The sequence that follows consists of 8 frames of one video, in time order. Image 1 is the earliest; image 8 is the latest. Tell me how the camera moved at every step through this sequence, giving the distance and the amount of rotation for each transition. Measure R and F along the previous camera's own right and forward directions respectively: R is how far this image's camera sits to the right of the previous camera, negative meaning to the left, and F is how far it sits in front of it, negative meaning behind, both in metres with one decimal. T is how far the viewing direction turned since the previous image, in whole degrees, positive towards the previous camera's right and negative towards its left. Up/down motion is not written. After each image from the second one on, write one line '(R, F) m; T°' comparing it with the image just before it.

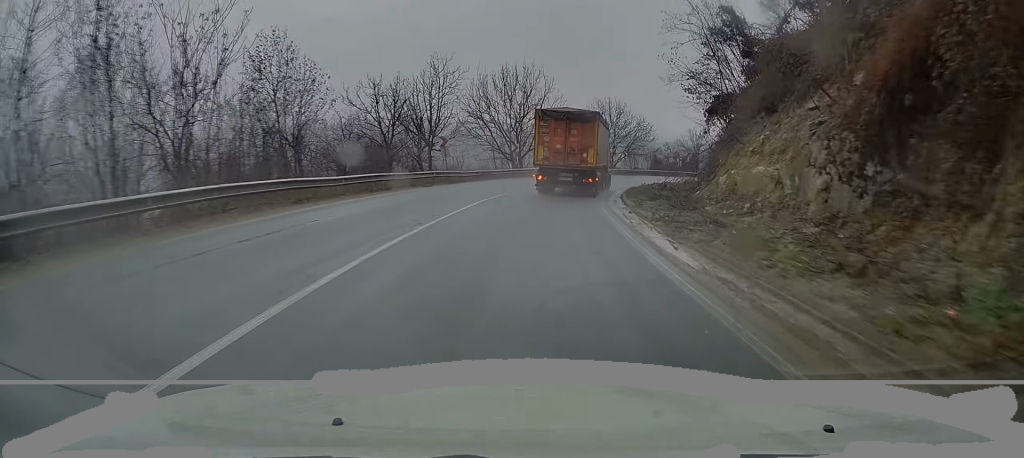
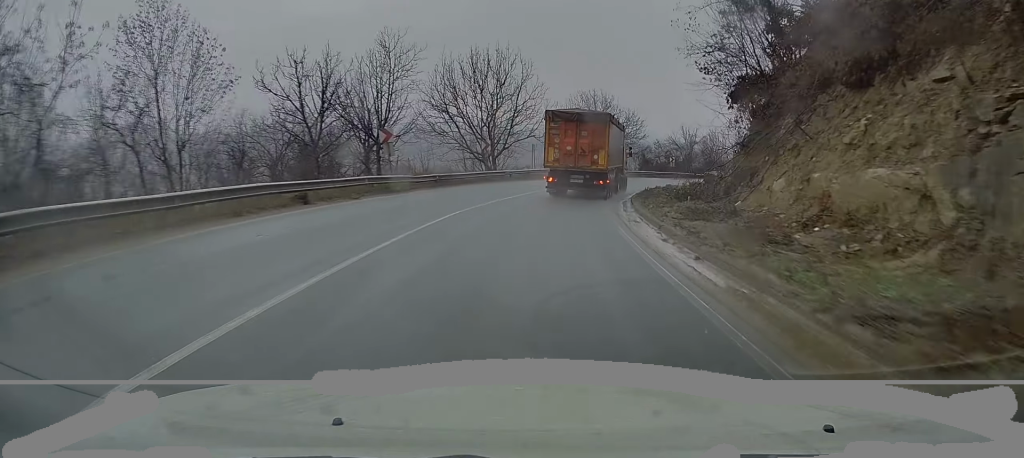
(+0.2, +9.6) m; +2°
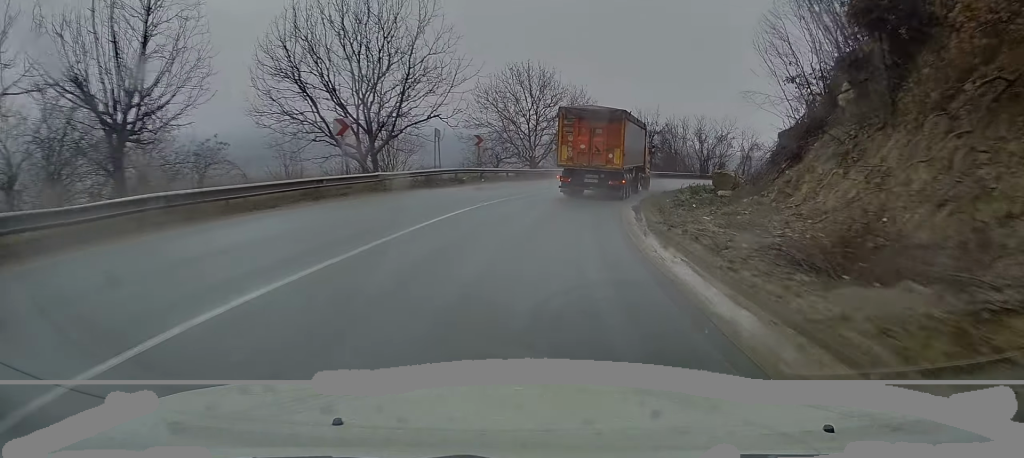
(+0.7, +19.5) m; +5°
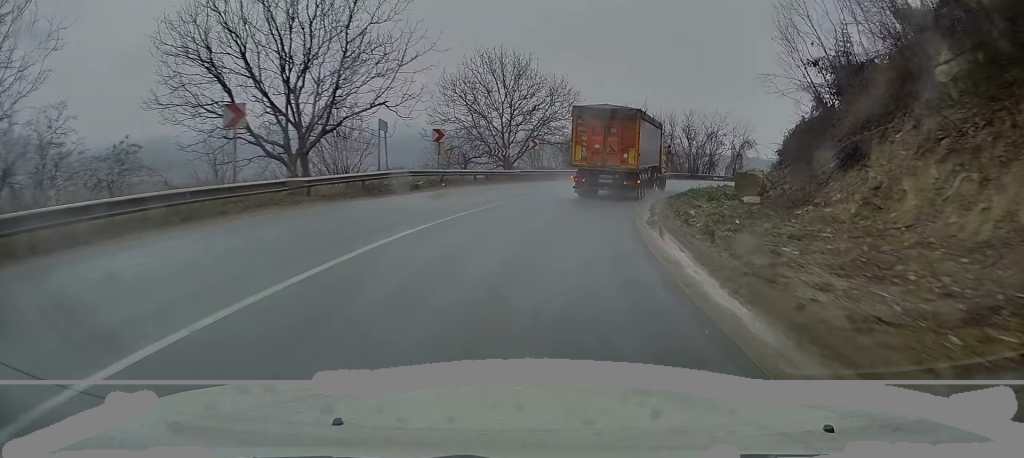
(+0.2, +7.0) m; +2°
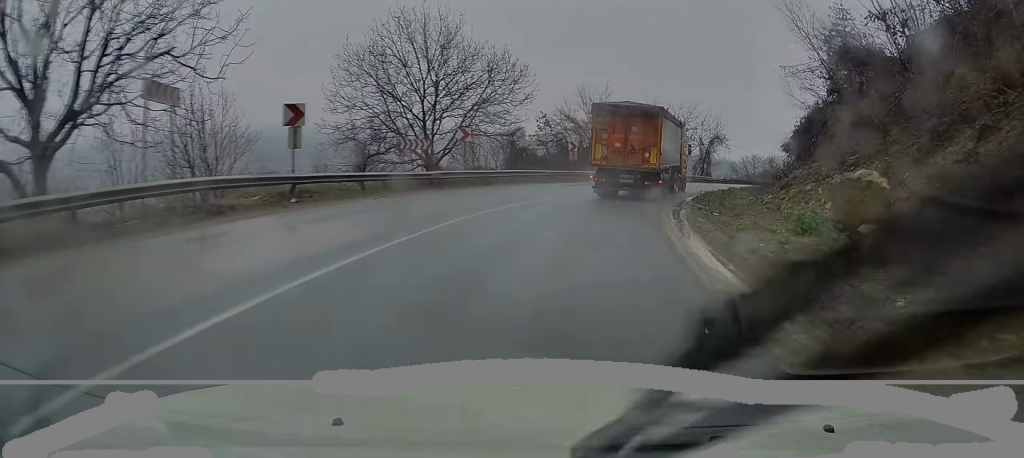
(+0.4, +12.4) m; +4°
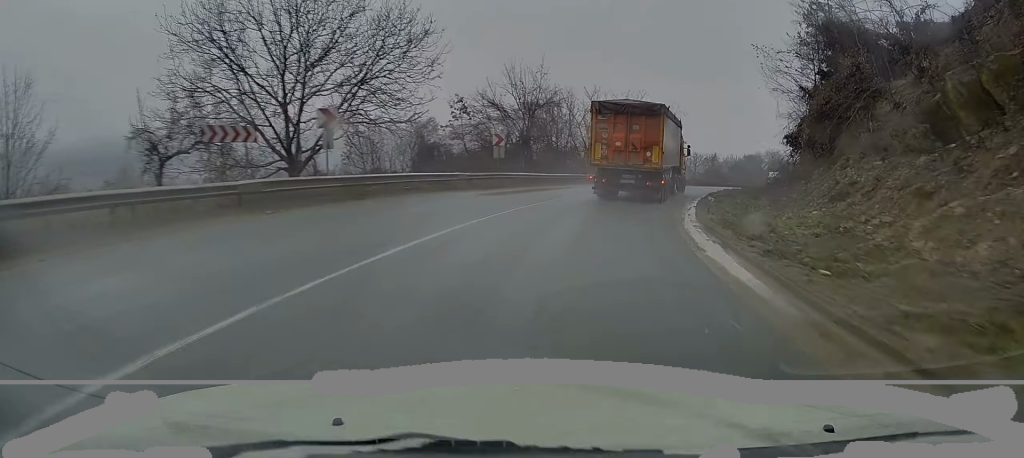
(+0.1, +11.5) m; +6°
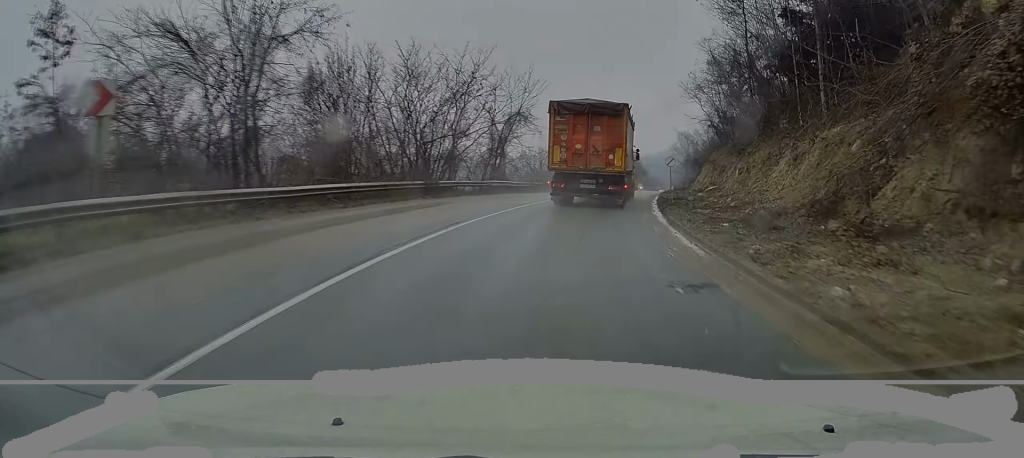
(+3.1, +22.3) m; +12°
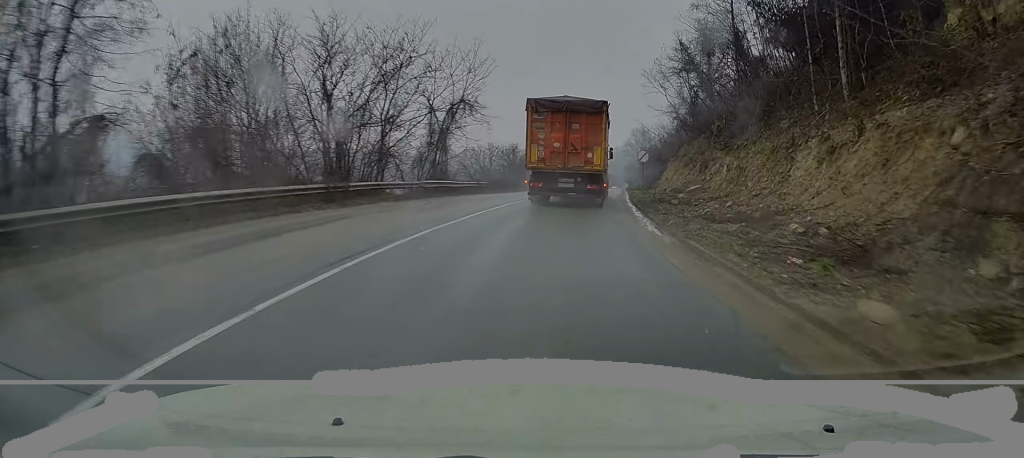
(+0.1, +7.0) m; +2°
